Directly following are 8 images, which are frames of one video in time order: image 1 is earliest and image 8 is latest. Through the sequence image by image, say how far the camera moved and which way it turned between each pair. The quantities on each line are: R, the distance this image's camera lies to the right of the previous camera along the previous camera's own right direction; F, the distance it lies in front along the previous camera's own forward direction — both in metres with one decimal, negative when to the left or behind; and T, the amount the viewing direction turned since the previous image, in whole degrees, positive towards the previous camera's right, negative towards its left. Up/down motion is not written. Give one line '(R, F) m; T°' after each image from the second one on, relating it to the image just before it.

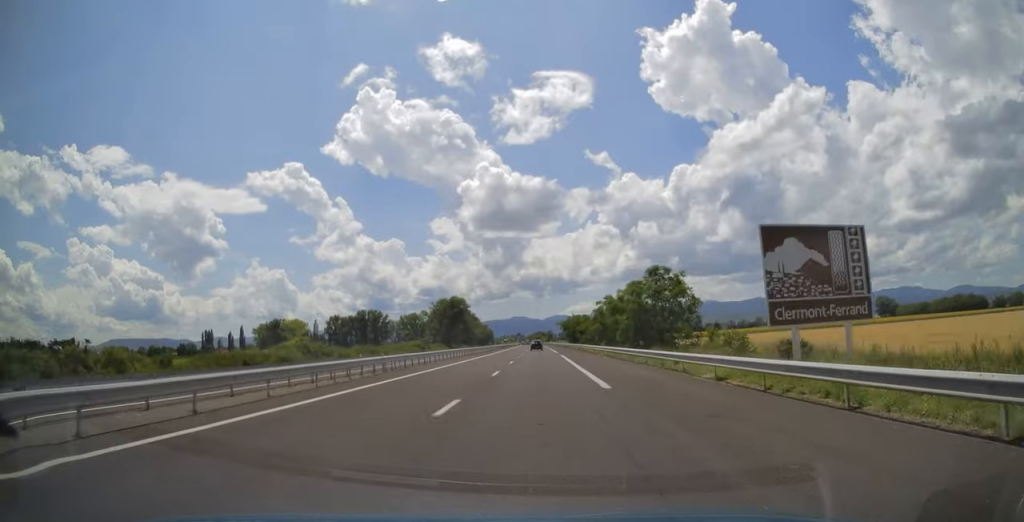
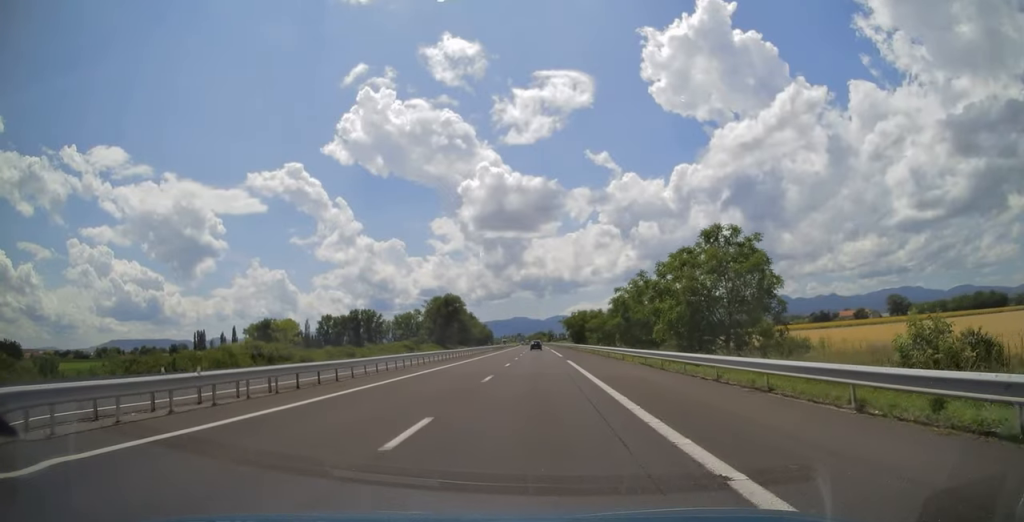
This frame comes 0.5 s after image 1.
(+0.1, +16.2) m; 0°
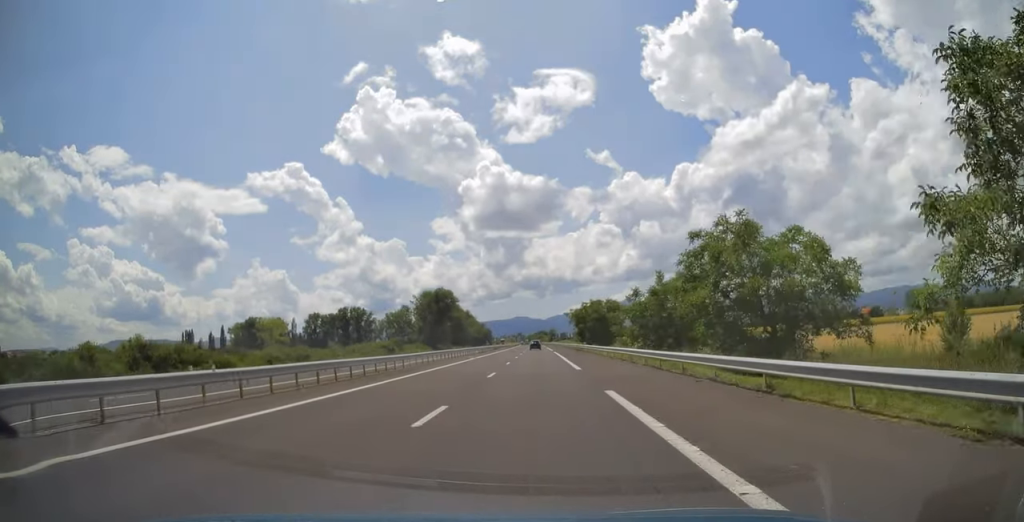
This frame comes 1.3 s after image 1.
(+0.2, +24.0) m; 0°
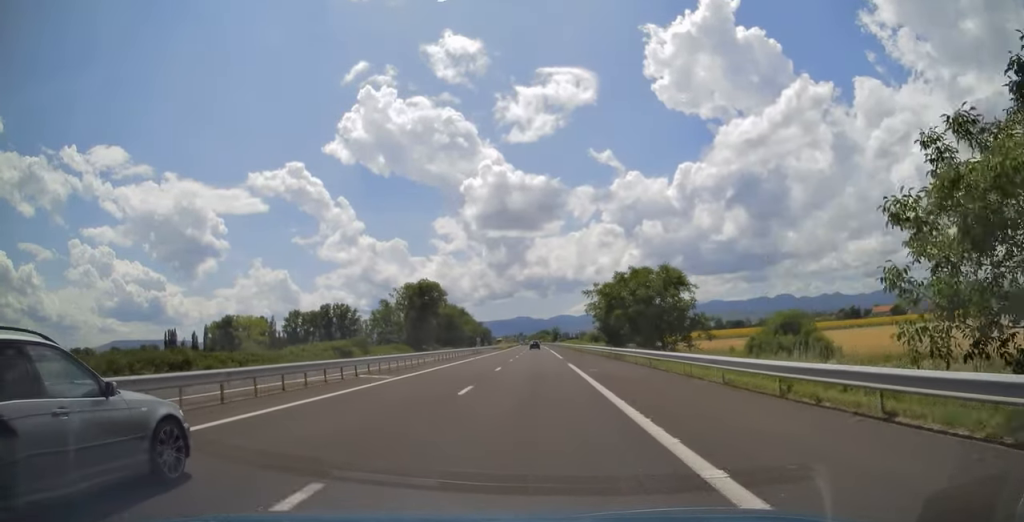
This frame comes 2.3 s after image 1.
(-0.4, +32.9) m; -1°
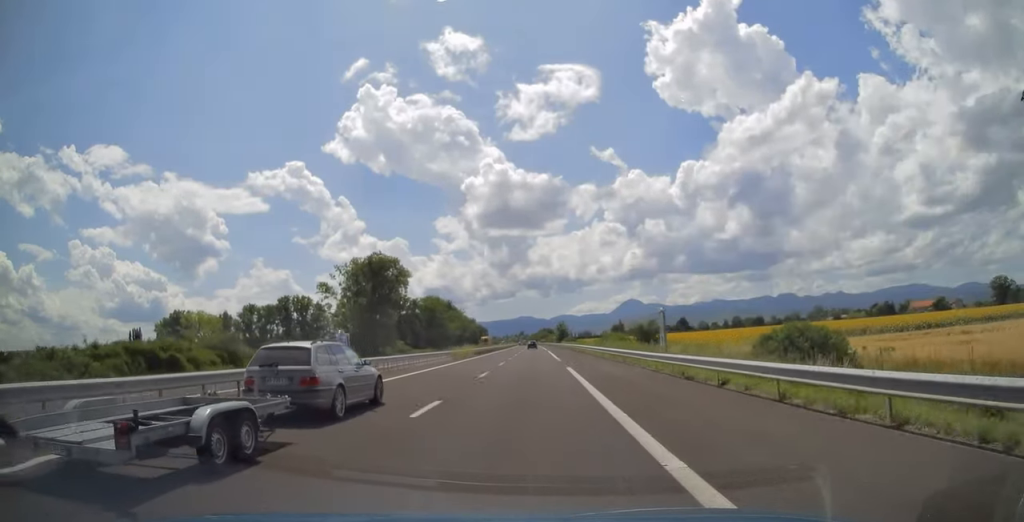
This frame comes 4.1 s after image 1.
(0.0, +56.5) m; -1°
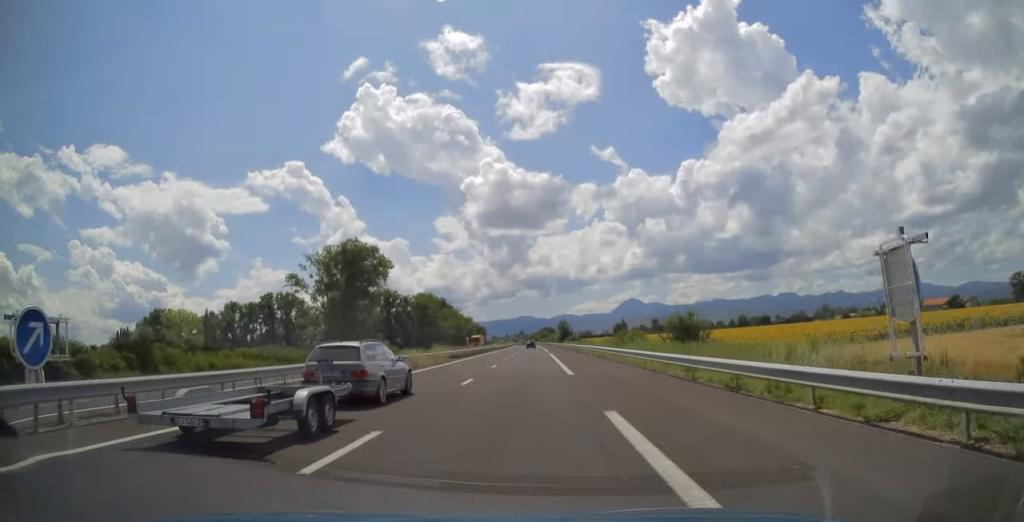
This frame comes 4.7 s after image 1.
(-0.2, +17.8) m; 0°
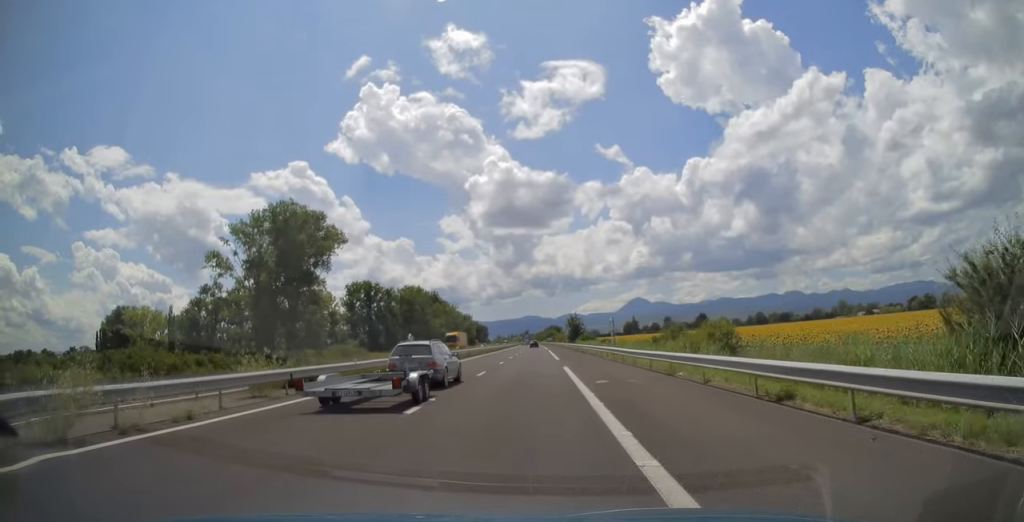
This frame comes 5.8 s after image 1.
(0.0, +33.5) m; 0°
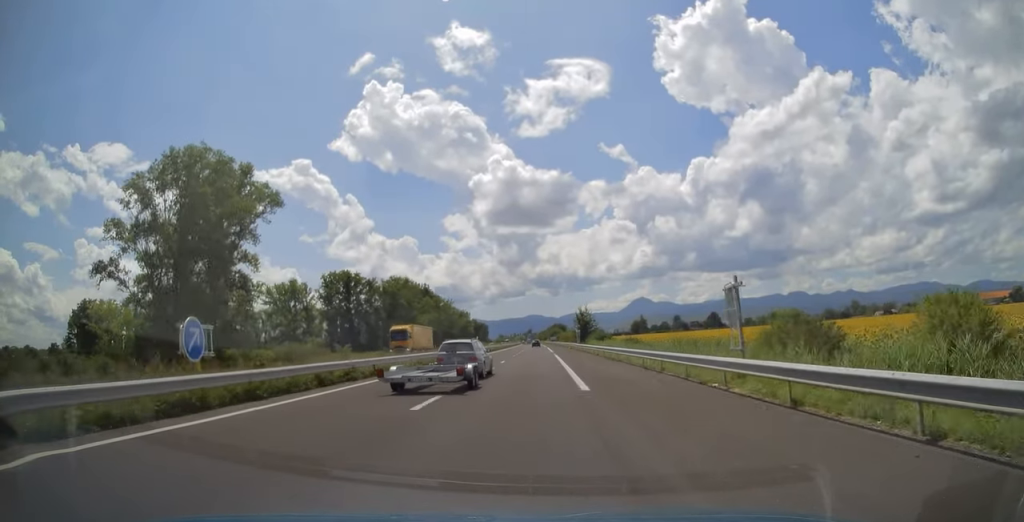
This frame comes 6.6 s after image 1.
(+0.1, +25.6) m; 0°
